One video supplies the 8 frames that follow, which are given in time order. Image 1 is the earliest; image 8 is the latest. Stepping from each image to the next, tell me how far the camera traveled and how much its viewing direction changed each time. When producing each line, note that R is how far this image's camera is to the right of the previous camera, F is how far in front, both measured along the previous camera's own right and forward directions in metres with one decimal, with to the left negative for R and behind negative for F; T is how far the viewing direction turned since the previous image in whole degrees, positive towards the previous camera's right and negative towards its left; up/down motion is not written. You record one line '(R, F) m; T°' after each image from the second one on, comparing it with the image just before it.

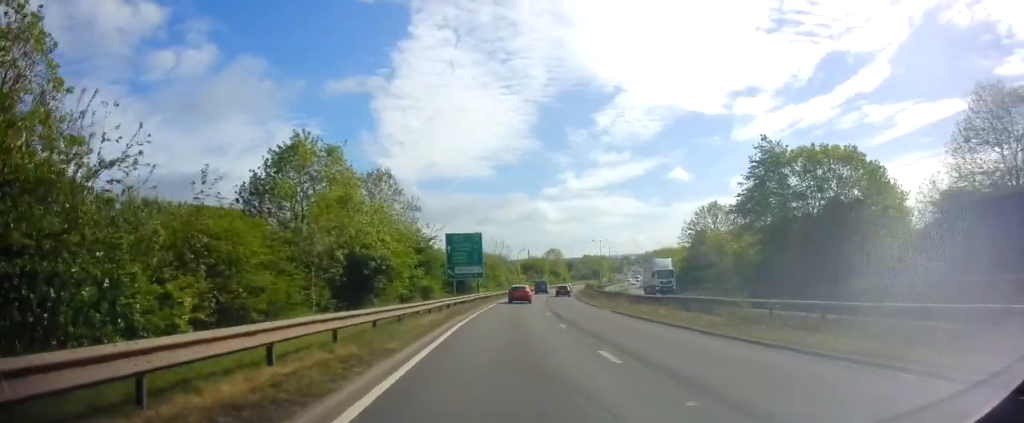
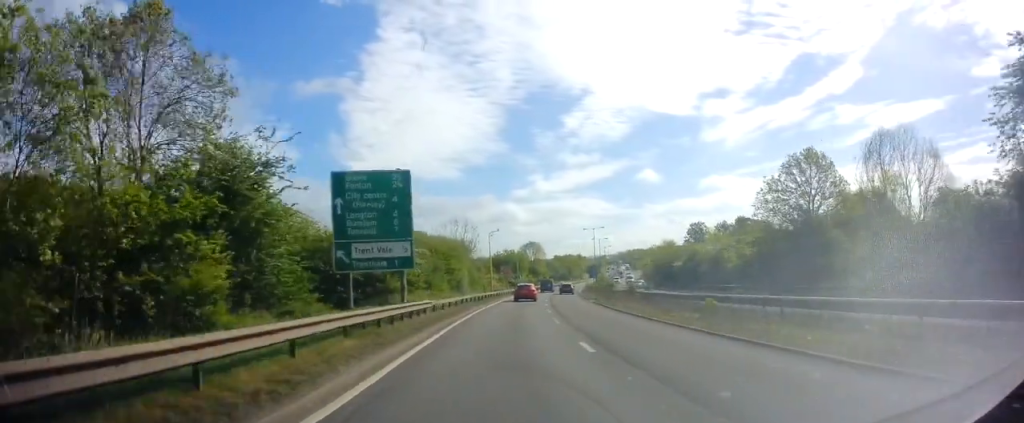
(+1.6, +33.8) m; +5°
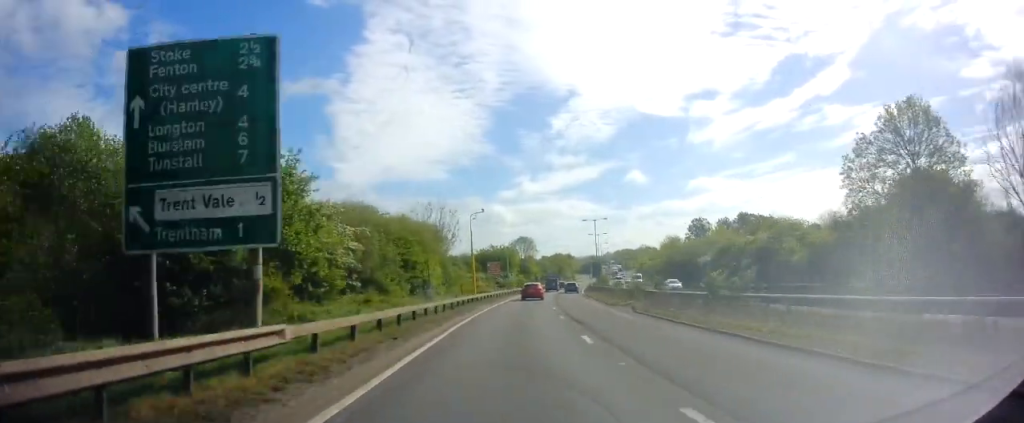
(+0.1, +16.3) m; +1°
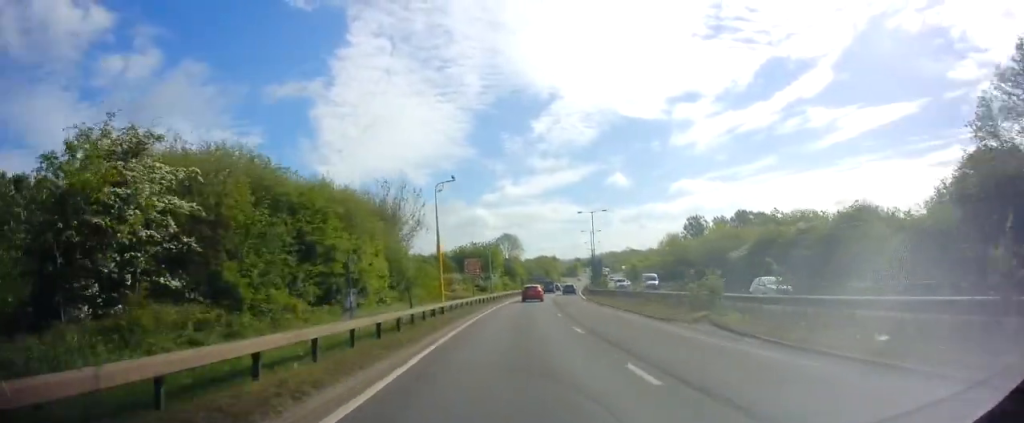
(+0.1, +14.9) m; +1°
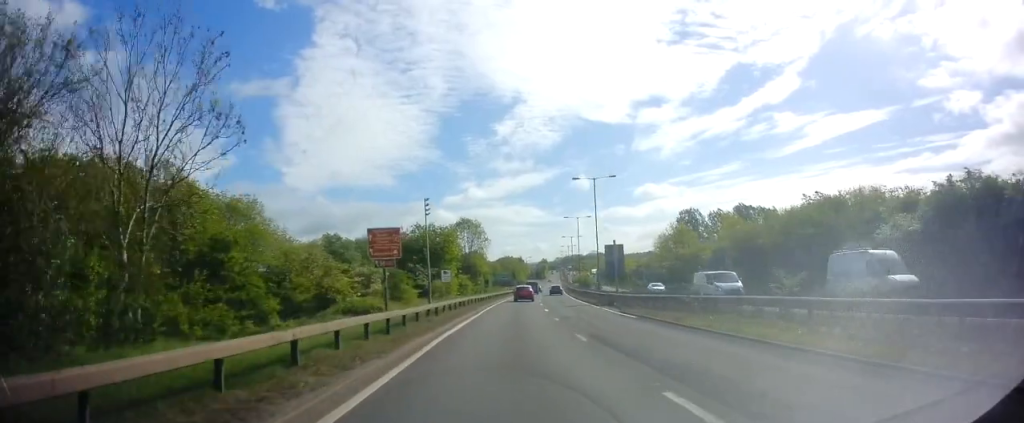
(+0.7, +29.1) m; +4°
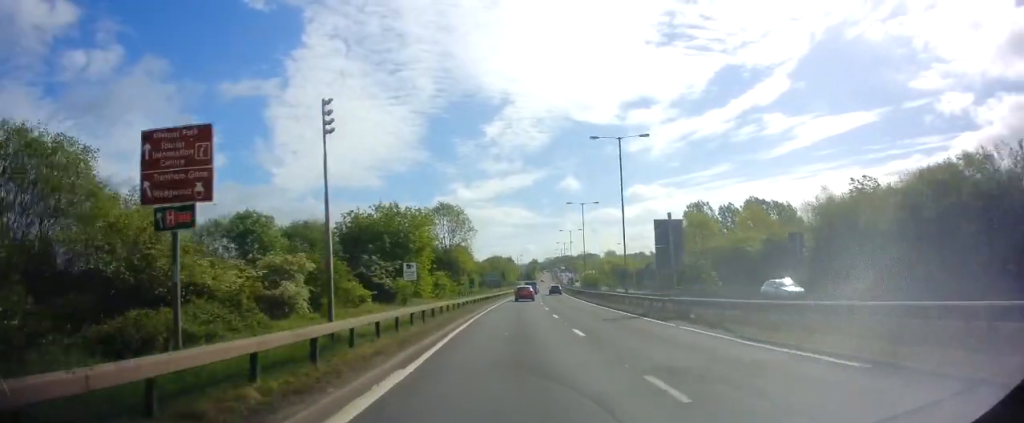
(+0.4, +16.4) m; +3°
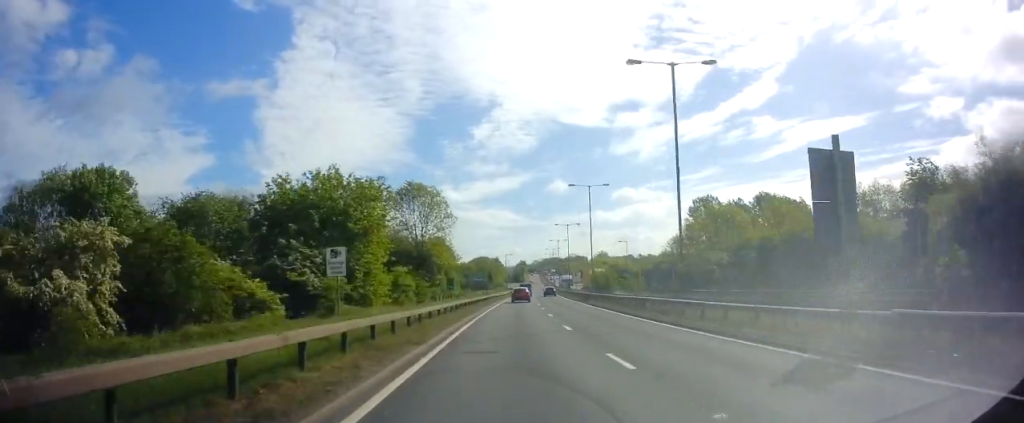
(+0.4, +15.1) m; 0°
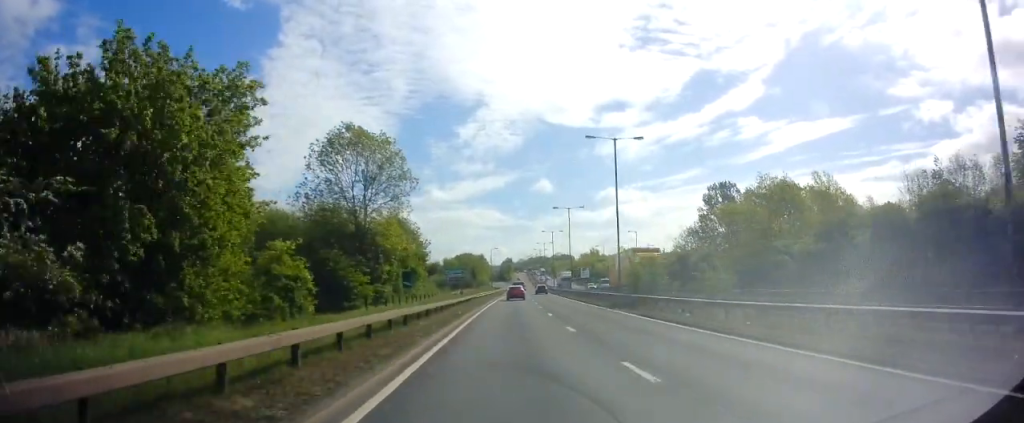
(-0.2, +19.5) m; +1°
